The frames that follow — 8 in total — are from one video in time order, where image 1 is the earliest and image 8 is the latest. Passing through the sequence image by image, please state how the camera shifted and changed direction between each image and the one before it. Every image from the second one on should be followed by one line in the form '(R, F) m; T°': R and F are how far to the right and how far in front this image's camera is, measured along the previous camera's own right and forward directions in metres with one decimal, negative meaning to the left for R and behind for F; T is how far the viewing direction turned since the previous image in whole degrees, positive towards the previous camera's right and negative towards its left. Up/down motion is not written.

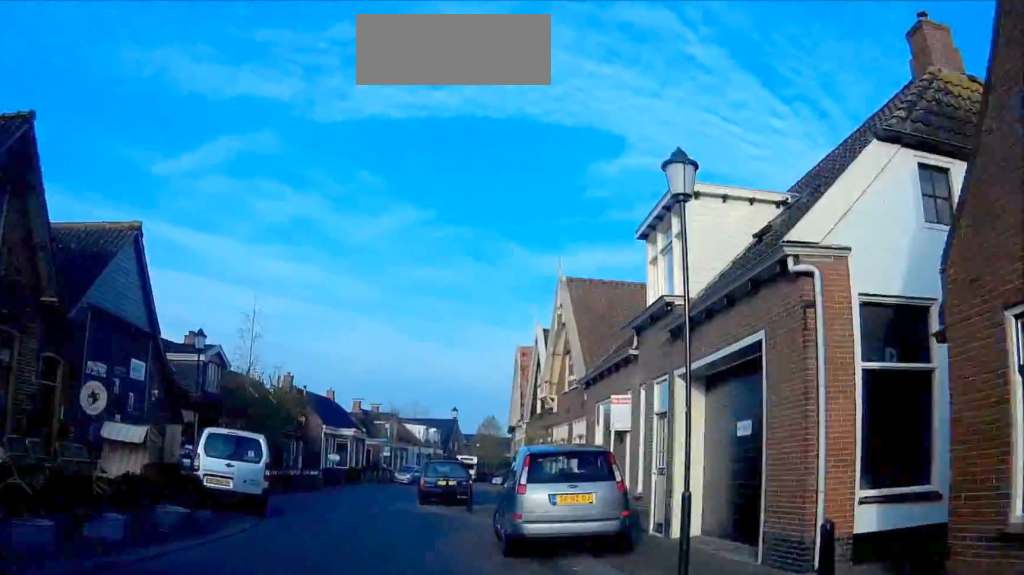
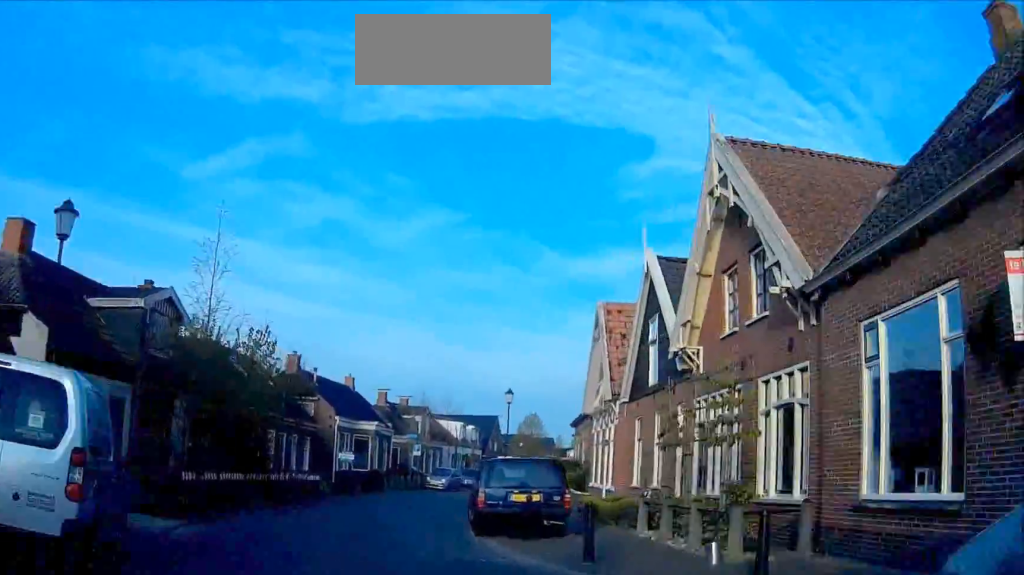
(-0.1, +11.5) m; -1°
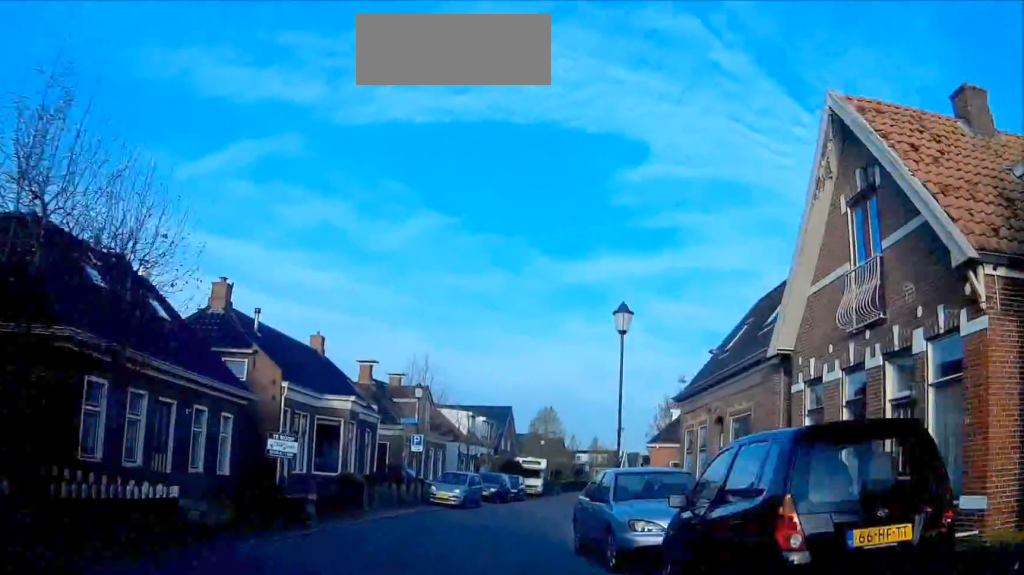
(-0.2, +17.4) m; +3°
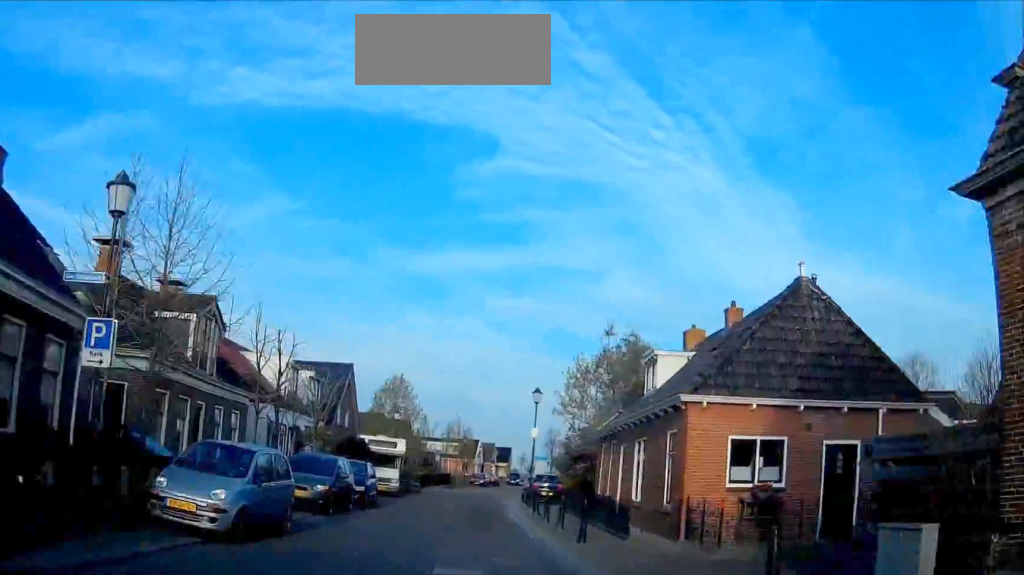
(+1.5, +20.2) m; +9°
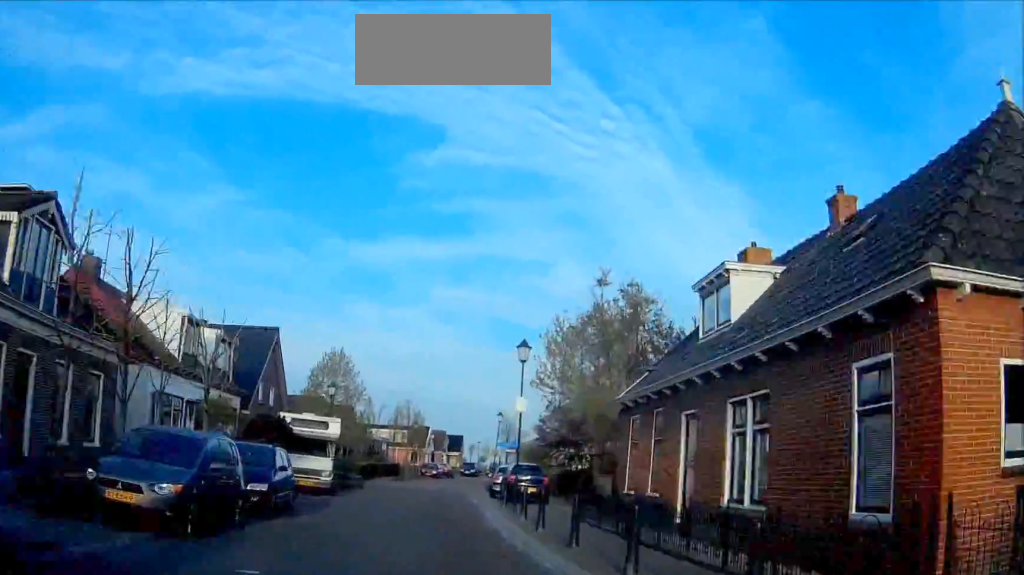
(+0.7, +9.6) m; +3°
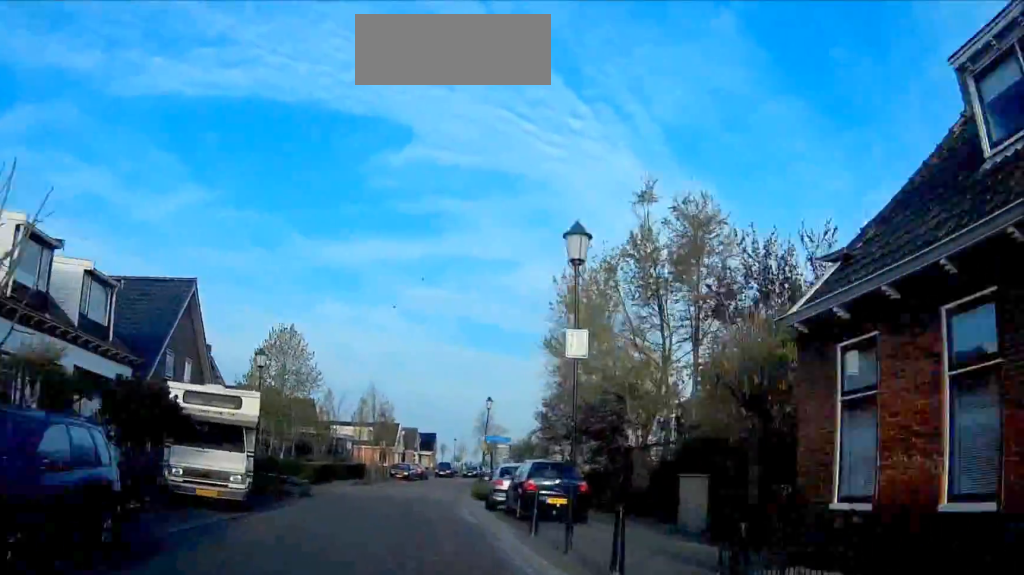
(+0.4, +11.0) m; +3°
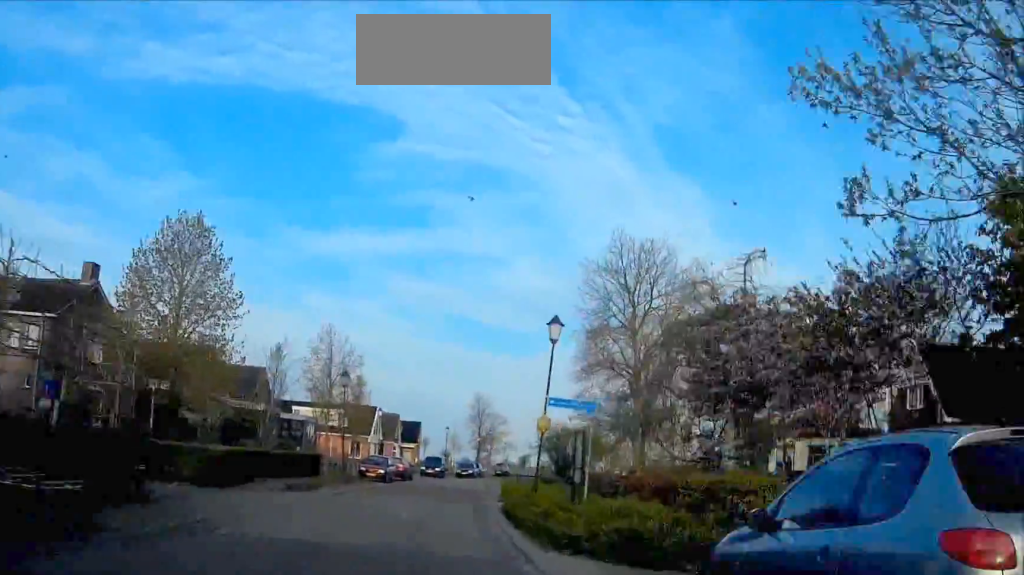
(+0.7, +20.9) m; +4°
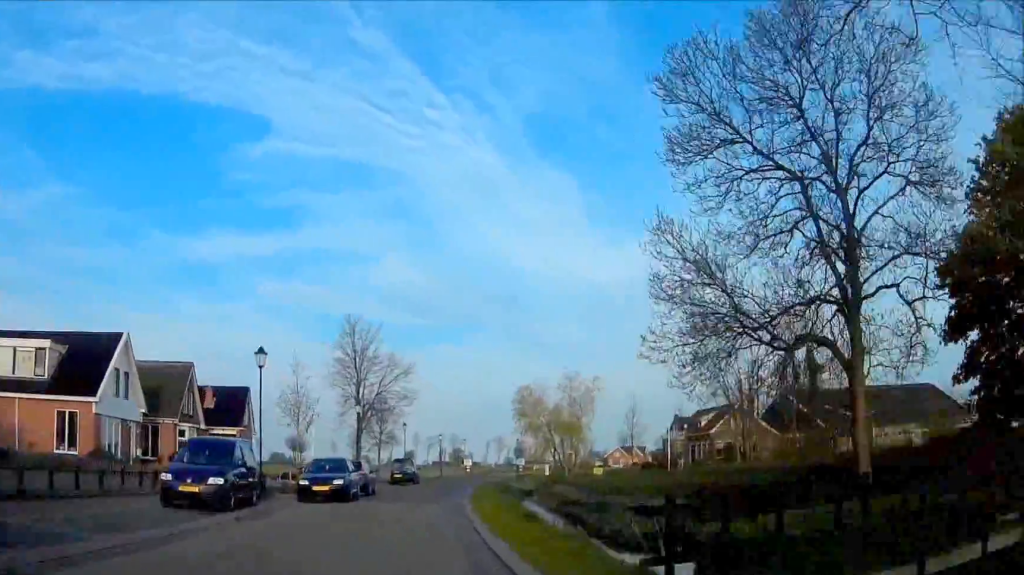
(+3.3, +50.6) m; +7°
